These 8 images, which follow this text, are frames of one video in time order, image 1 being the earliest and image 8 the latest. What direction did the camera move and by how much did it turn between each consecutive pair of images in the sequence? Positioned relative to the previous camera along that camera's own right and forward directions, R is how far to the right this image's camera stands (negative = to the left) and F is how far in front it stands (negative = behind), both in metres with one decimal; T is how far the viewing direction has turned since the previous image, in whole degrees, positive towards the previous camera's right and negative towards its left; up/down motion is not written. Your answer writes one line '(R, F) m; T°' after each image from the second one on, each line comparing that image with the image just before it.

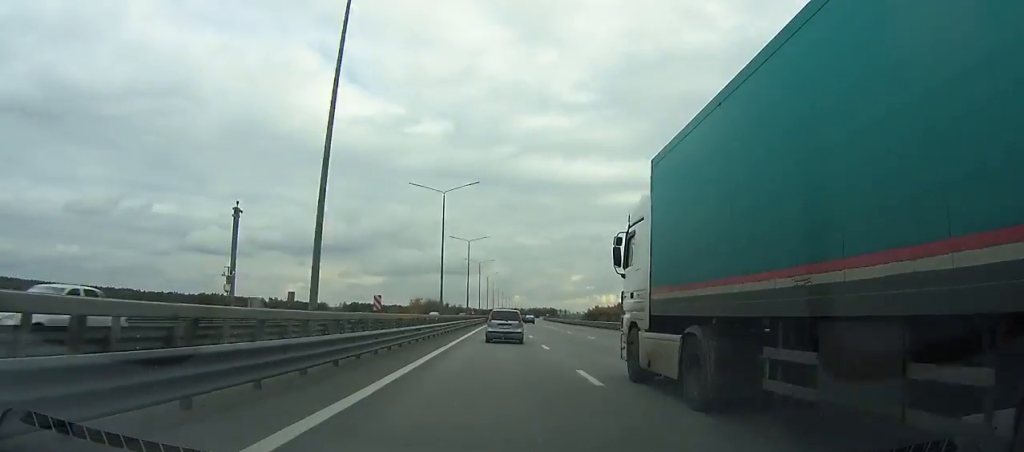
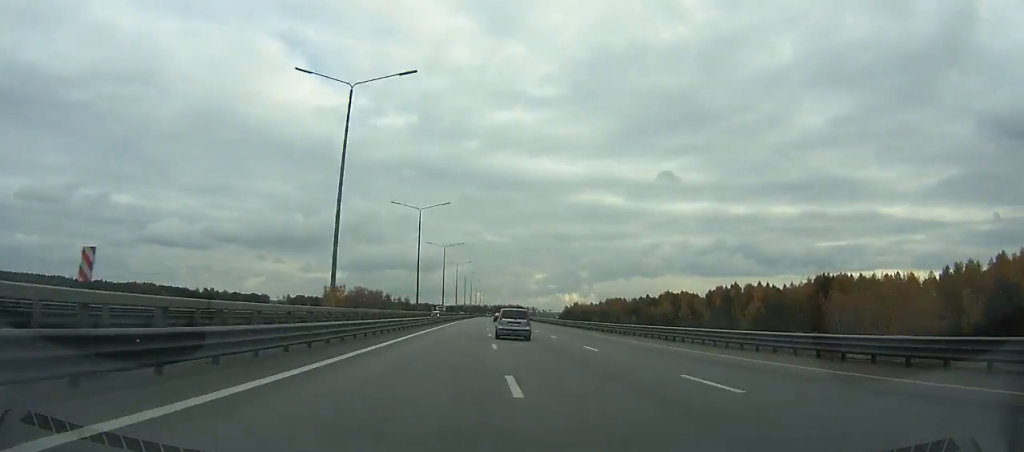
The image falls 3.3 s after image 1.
(+2.6, +107.5) m; +3°
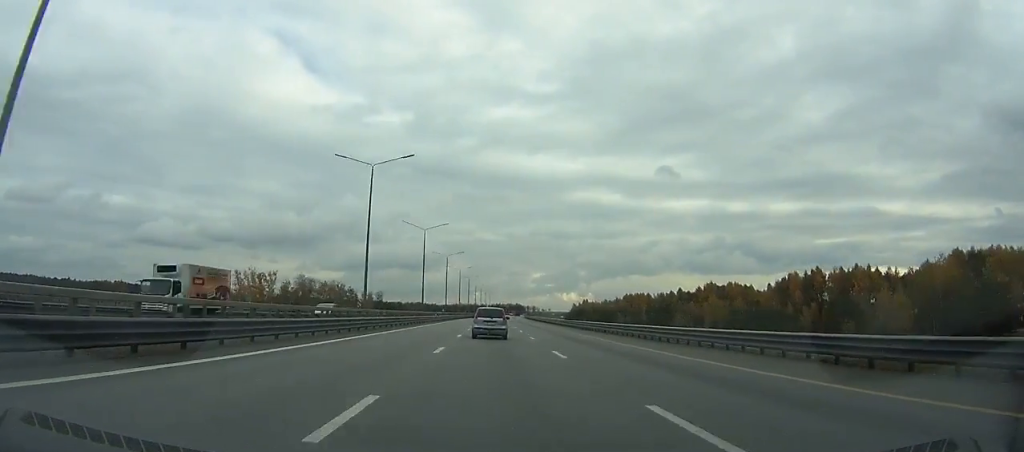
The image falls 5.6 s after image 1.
(+1.0, +76.7) m; +1°
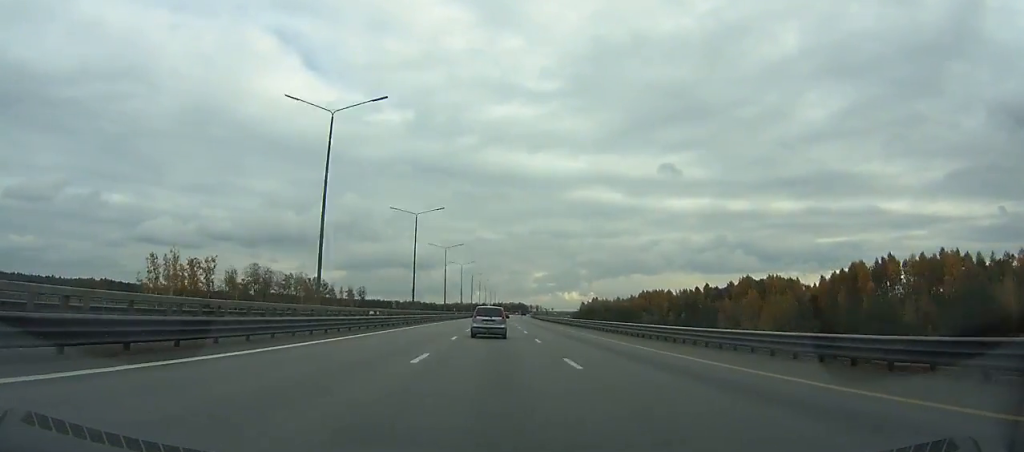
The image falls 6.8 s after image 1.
(+0.2, +40.1) m; 0°
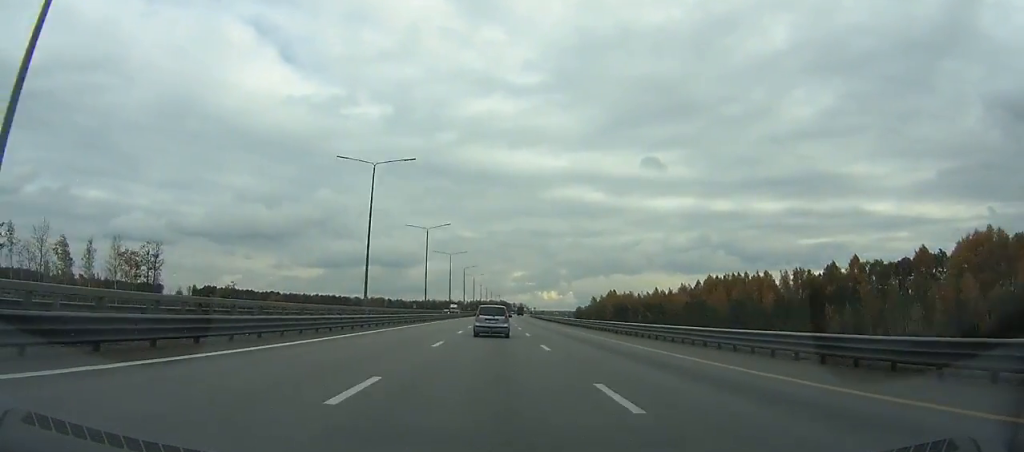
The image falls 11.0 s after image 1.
(+1.3, +139.4) m; +1°
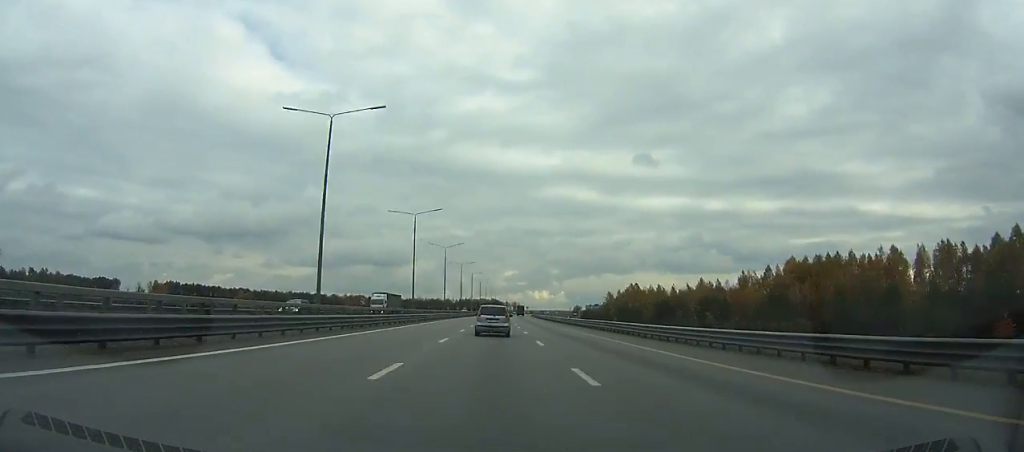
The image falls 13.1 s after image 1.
(+0.7, +68.4) m; +1°
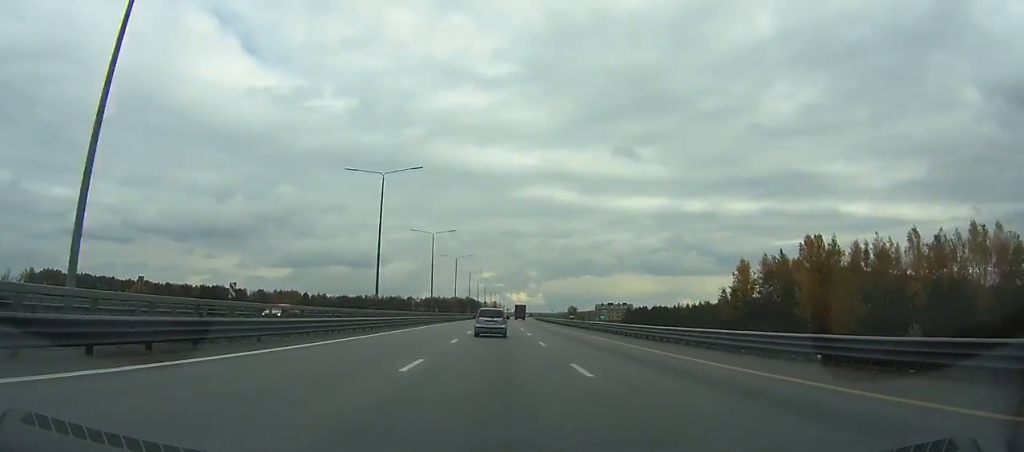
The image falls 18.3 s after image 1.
(+3.3, +167.2) m; +2°
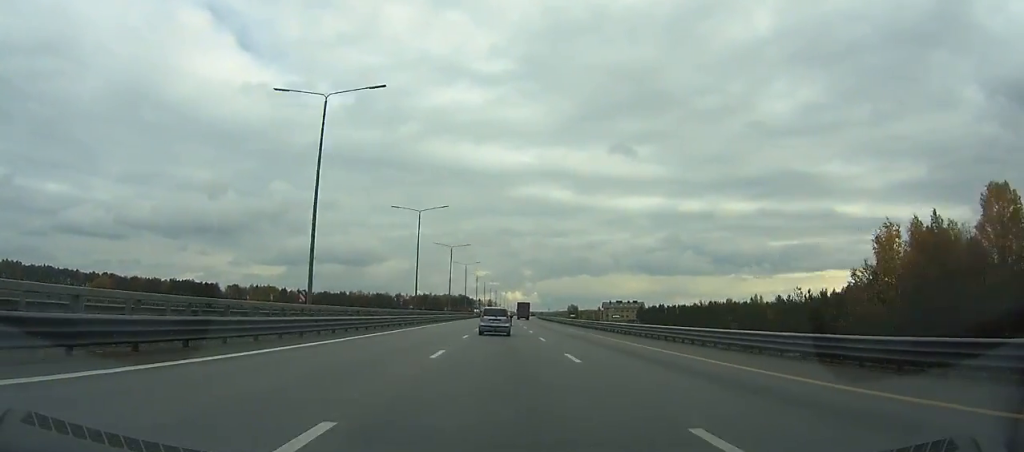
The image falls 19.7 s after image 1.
(0.0, +44.6) m; +1°
